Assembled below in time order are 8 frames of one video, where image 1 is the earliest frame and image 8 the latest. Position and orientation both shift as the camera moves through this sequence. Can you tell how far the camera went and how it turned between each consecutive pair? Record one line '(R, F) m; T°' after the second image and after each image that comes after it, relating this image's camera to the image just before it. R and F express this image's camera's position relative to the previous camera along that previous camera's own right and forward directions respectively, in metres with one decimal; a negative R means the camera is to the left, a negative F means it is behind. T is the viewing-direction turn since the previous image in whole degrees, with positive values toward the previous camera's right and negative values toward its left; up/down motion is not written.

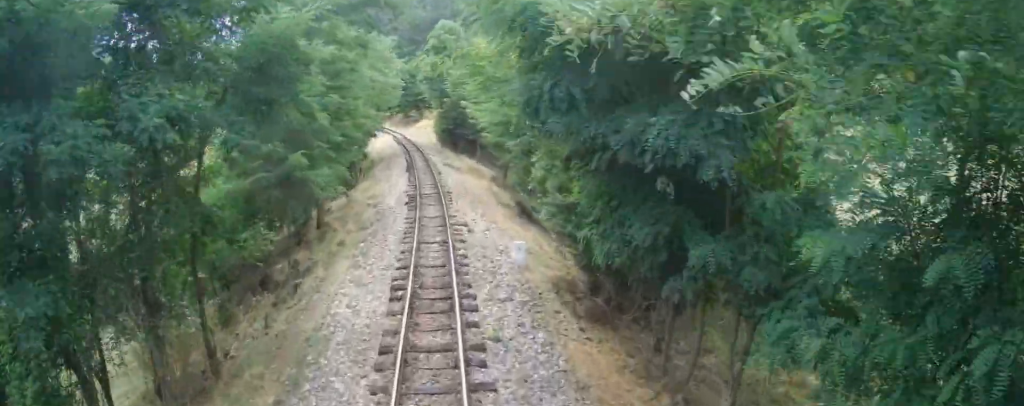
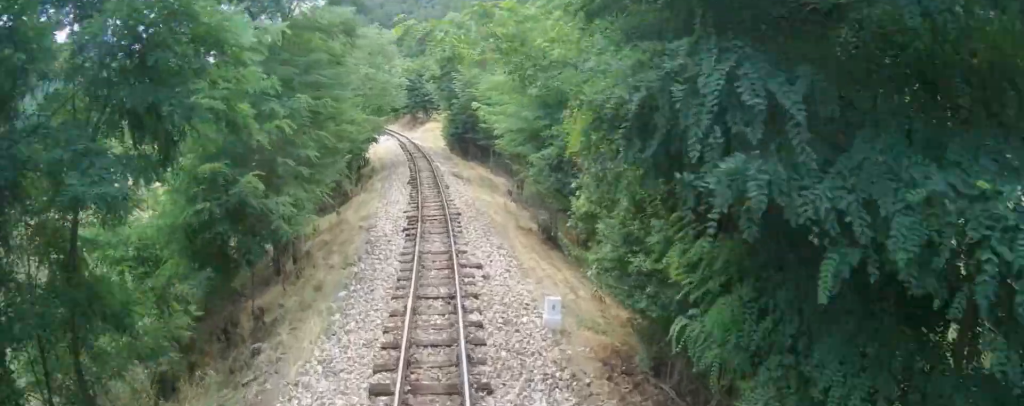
(-0.4, +4.2) m; -3°
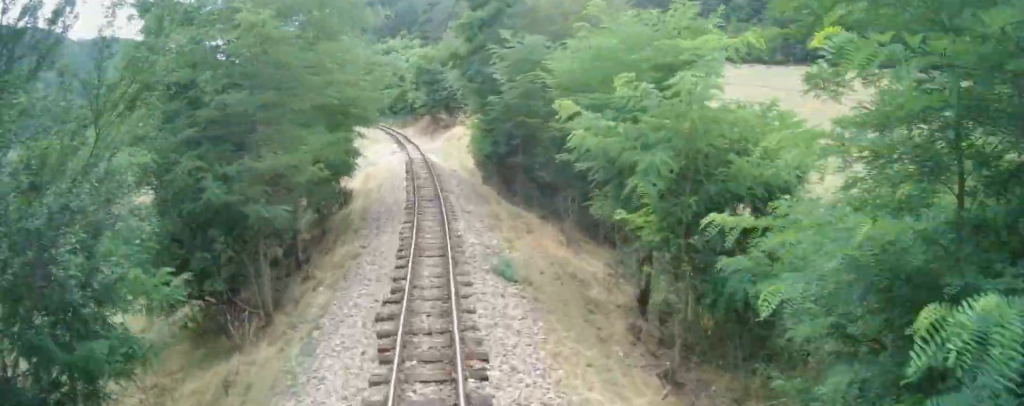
(-1.4, +17.1) m; -6°
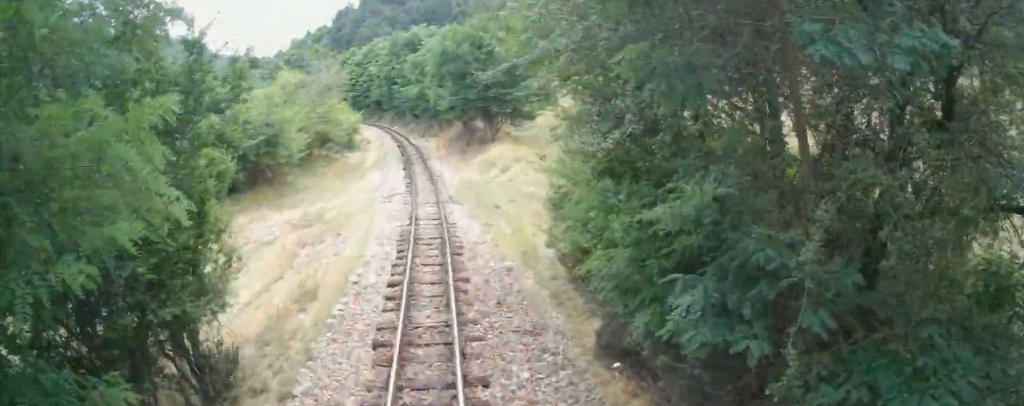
(-0.7, +17.9) m; -4°
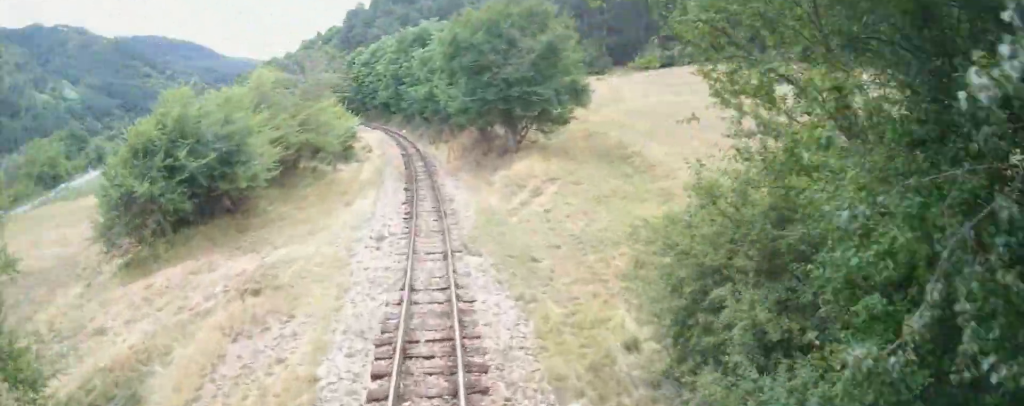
(0.0, +6.5) m; 0°
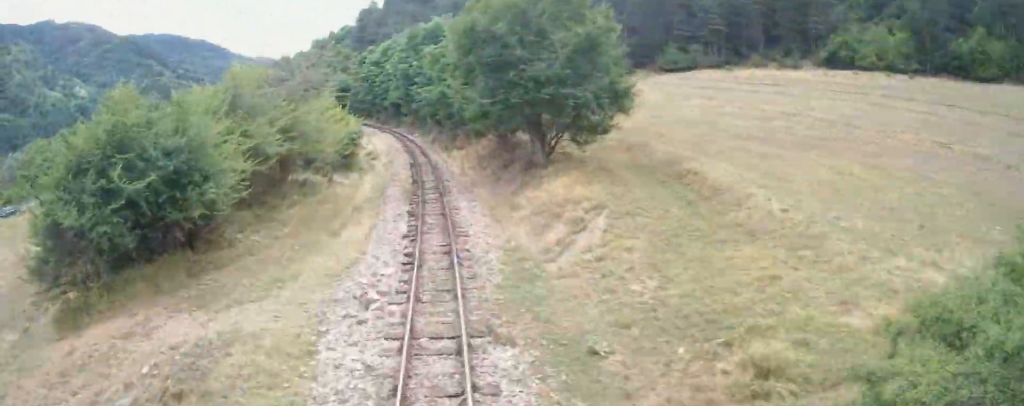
(0.0, +4.9) m; 0°
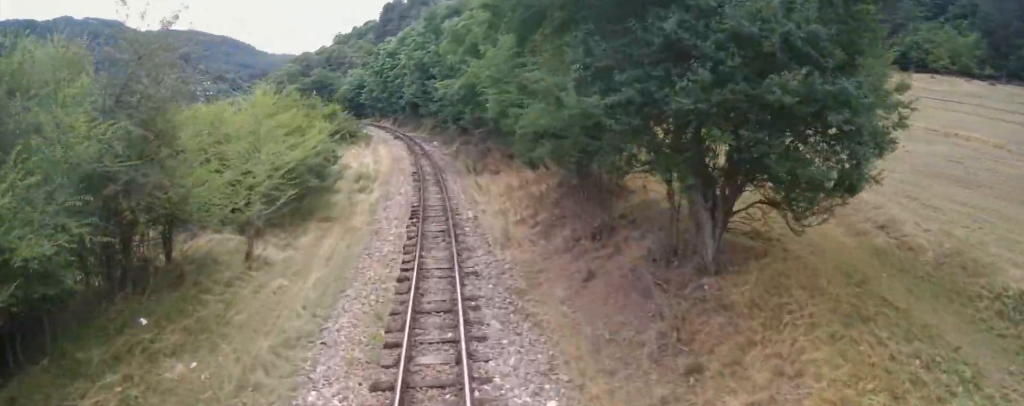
(-1.2, +14.2) m; -12°
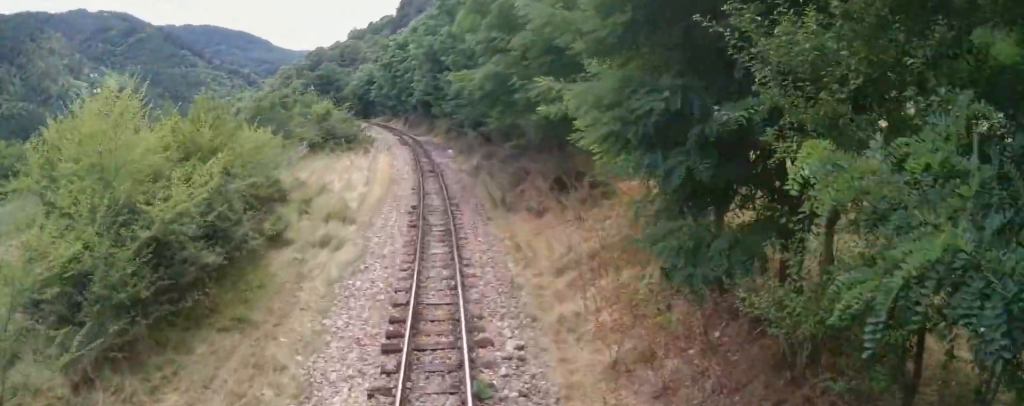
(-0.9, +9.8) m; -2°
